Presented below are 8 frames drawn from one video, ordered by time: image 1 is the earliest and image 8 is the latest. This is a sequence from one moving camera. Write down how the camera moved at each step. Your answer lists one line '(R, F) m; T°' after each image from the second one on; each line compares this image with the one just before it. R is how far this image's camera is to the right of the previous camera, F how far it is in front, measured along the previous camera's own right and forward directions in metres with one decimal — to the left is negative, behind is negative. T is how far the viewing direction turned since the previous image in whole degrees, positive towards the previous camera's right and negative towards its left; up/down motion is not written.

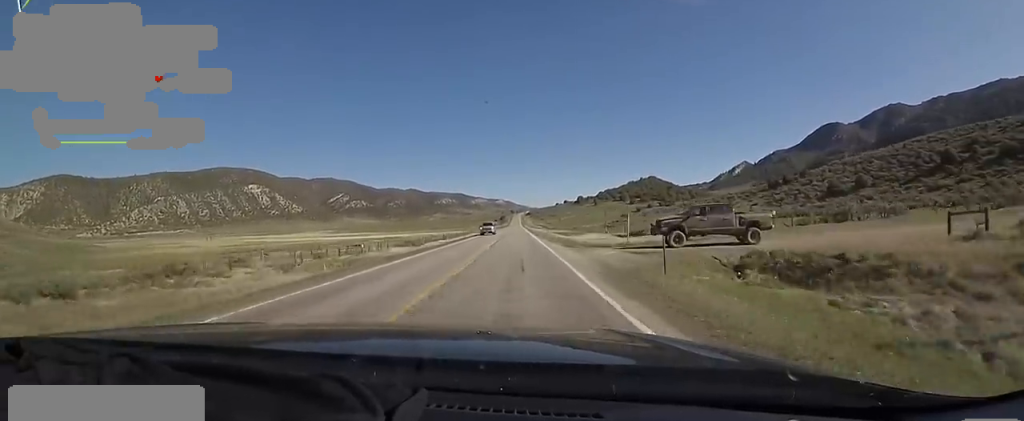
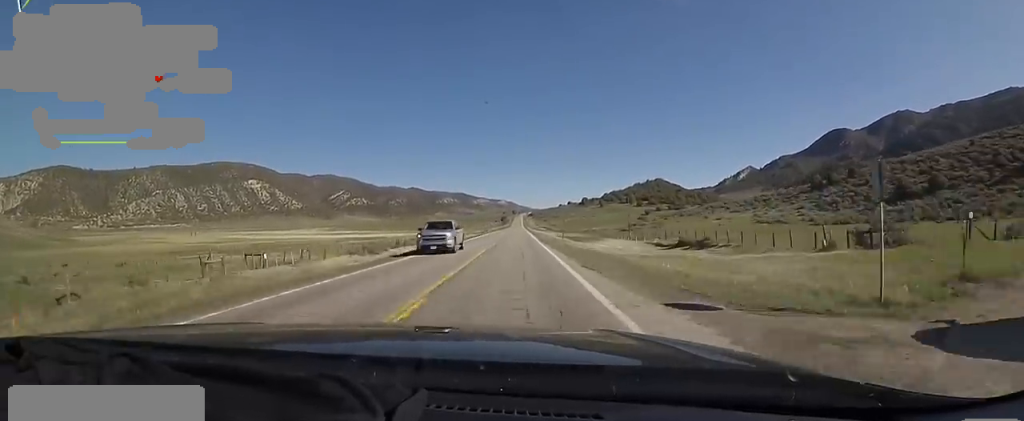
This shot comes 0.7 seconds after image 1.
(+0.9, +20.7) m; 0°
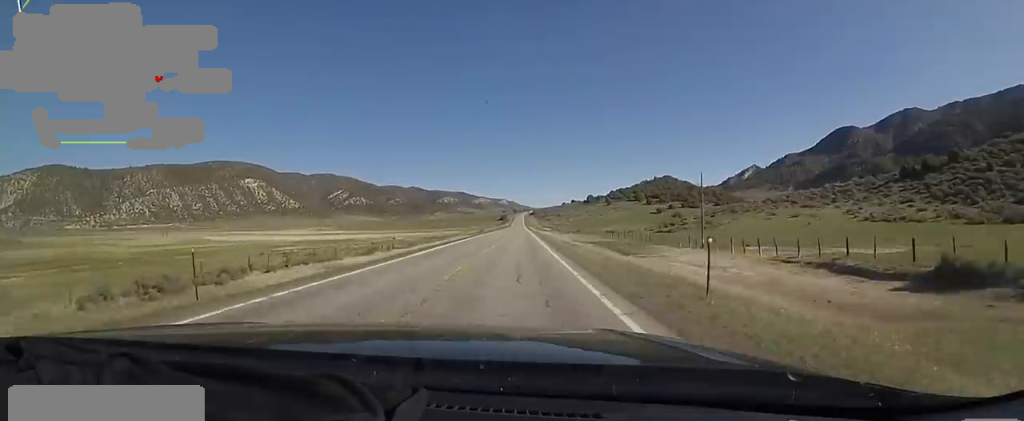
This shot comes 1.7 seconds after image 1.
(-0.8, +32.0) m; -1°
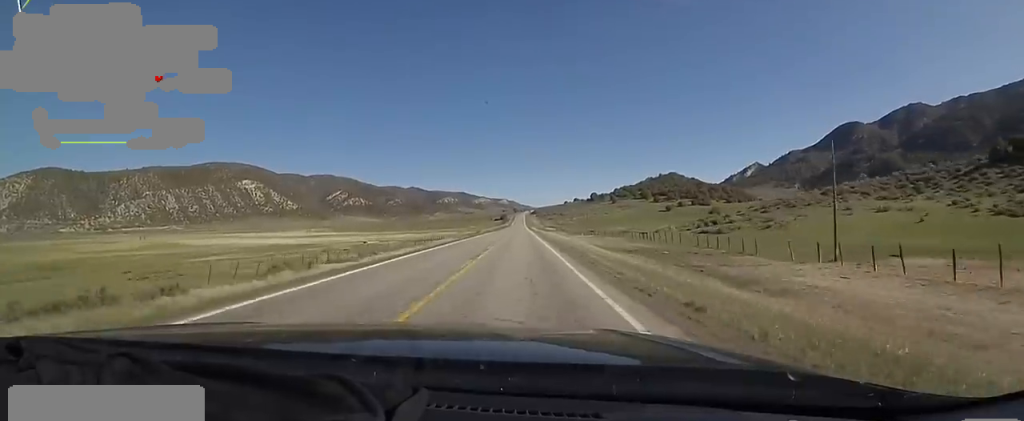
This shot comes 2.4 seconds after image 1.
(+0.4, +21.5) m; 0°
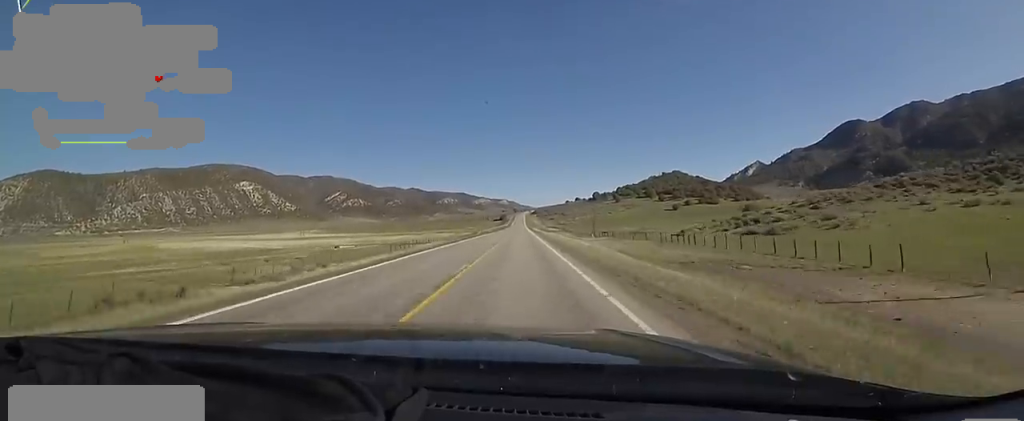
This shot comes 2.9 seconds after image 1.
(+0.2, +14.3) m; 0°
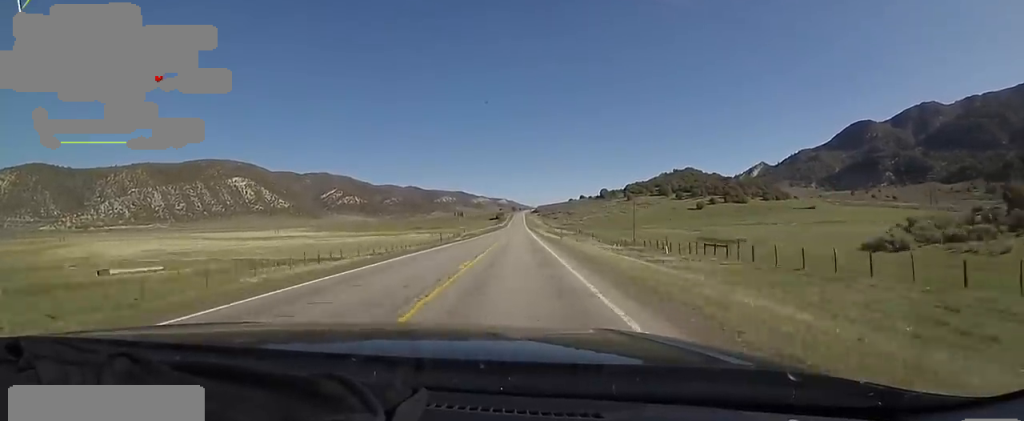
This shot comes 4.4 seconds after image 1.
(-0.2, +45.9) m; 0°
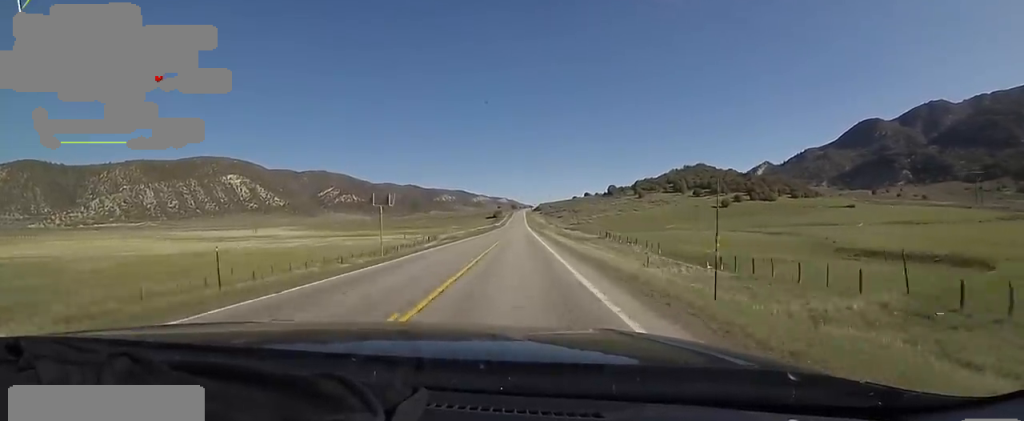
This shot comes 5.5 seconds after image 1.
(-0.2, +34.7) m; -1°
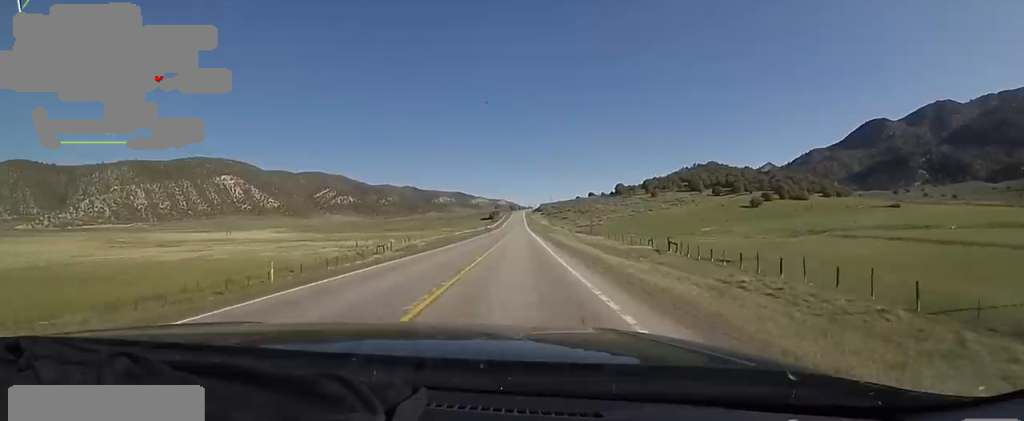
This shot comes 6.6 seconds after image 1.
(-0.6, +32.8) m; +1°
